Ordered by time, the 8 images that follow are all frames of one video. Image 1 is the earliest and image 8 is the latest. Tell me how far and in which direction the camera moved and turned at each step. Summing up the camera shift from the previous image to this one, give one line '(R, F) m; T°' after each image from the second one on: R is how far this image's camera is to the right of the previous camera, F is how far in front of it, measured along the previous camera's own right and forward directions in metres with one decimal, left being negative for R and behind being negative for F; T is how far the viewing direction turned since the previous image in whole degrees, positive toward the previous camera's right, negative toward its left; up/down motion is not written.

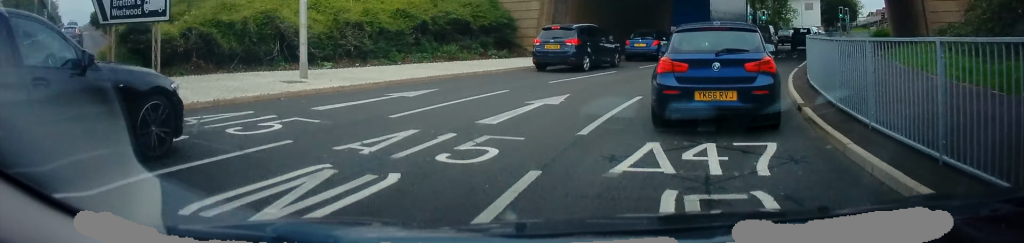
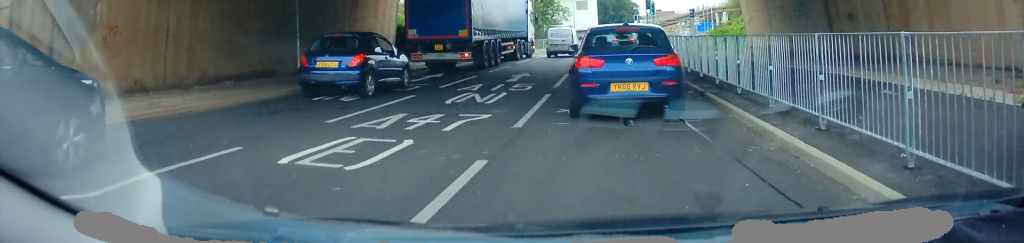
(+5.2, +18.4) m; +26°
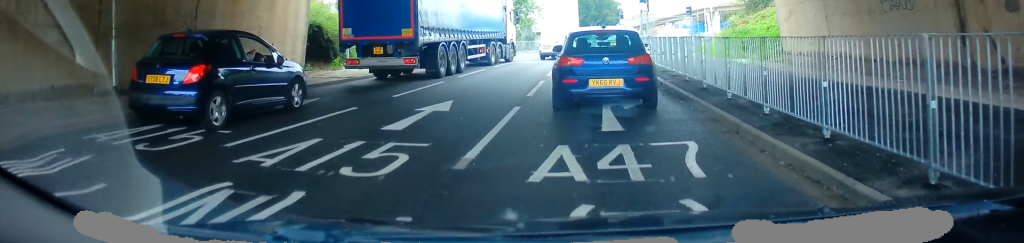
(+0.4, +8.7) m; +6°
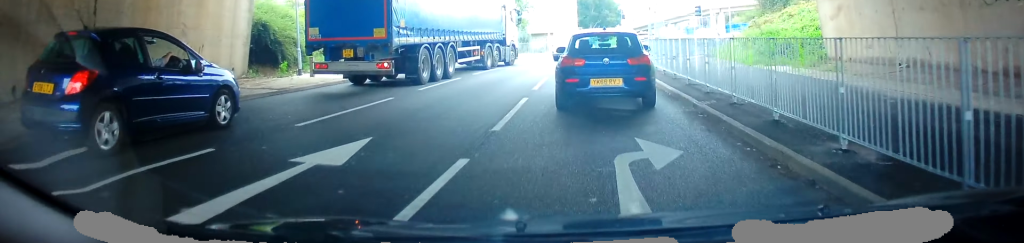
(+0.1, +4.4) m; +3°
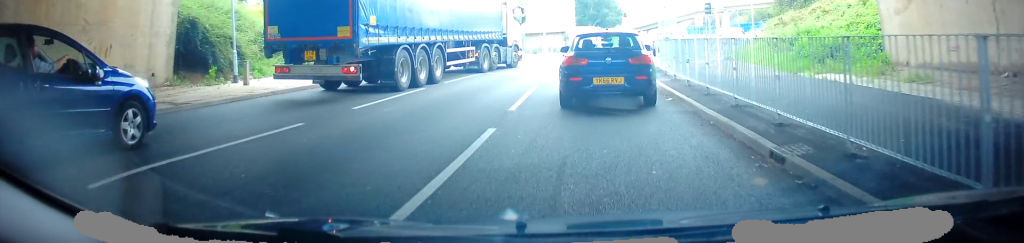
(+0.1, +4.1) m; +3°
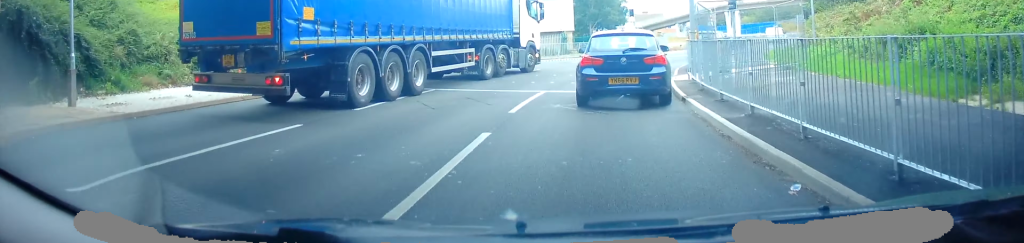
(+0.3, +6.9) m; +1°
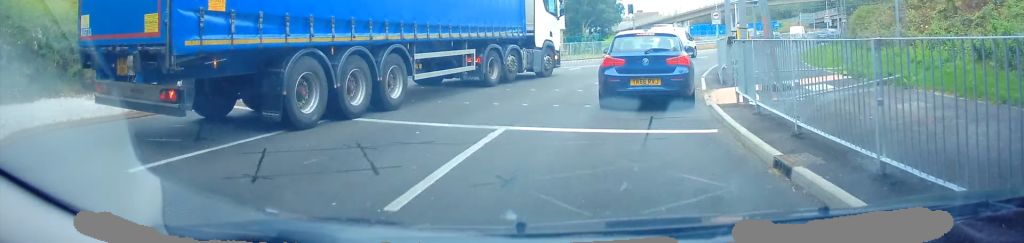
(+0.4, +5.7) m; -2°
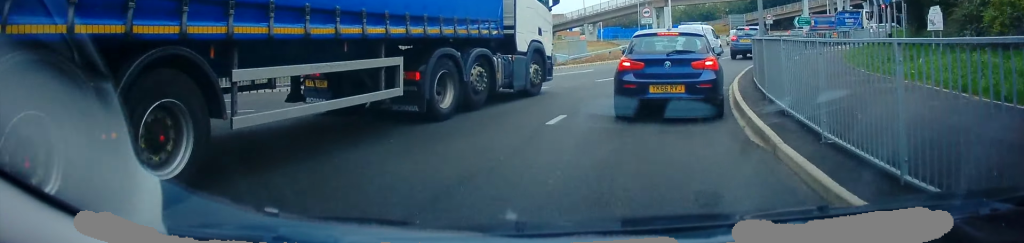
(-0.5, +13.5) m; +5°
